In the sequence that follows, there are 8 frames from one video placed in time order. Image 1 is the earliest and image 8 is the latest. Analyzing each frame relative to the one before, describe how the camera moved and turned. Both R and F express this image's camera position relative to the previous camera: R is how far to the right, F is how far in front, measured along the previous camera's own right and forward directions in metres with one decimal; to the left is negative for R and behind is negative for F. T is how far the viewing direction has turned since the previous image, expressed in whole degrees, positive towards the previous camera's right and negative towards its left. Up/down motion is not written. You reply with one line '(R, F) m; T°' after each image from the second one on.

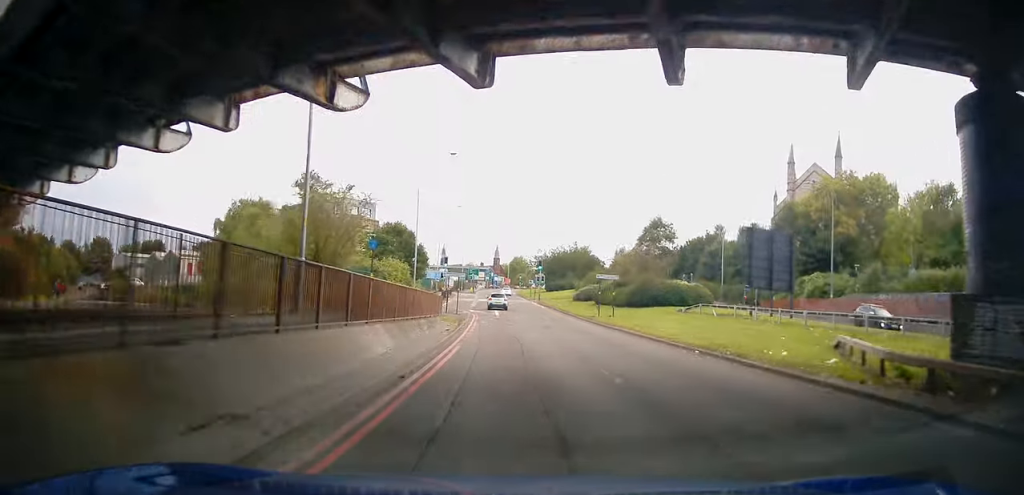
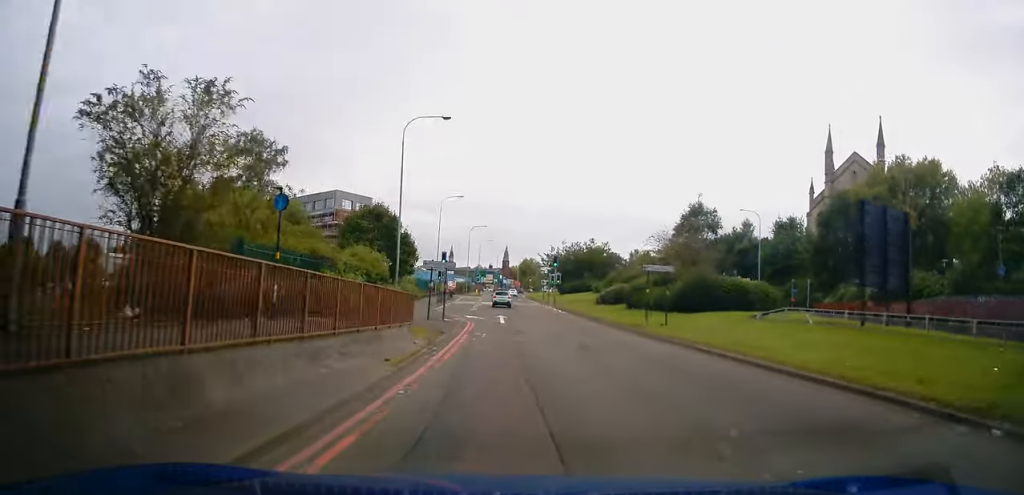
(-0.2, +11.1) m; -2°
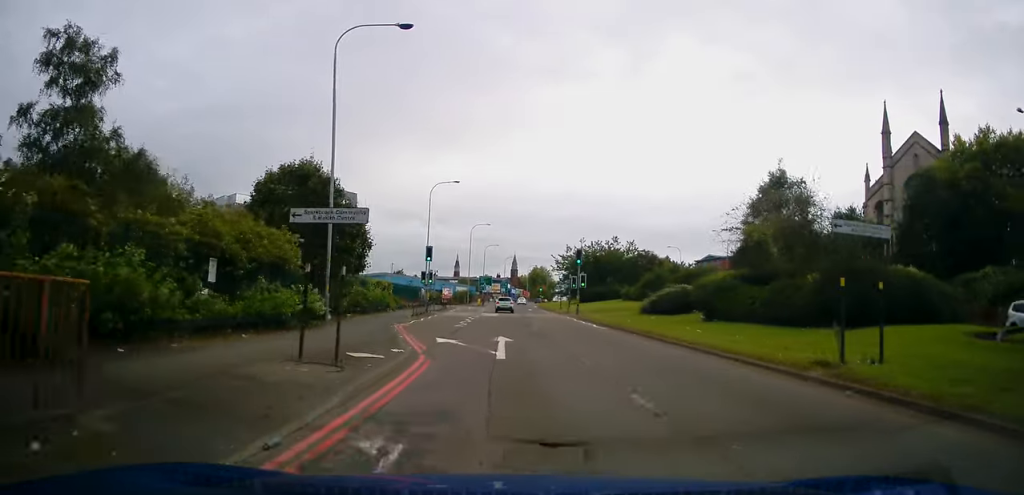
(-0.3, +16.2) m; -1°
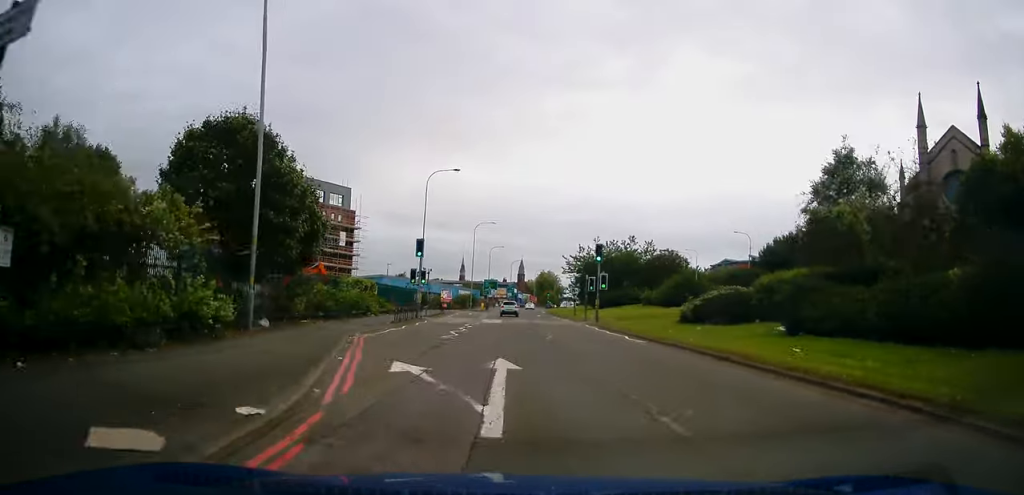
(0.0, +7.9) m; 0°
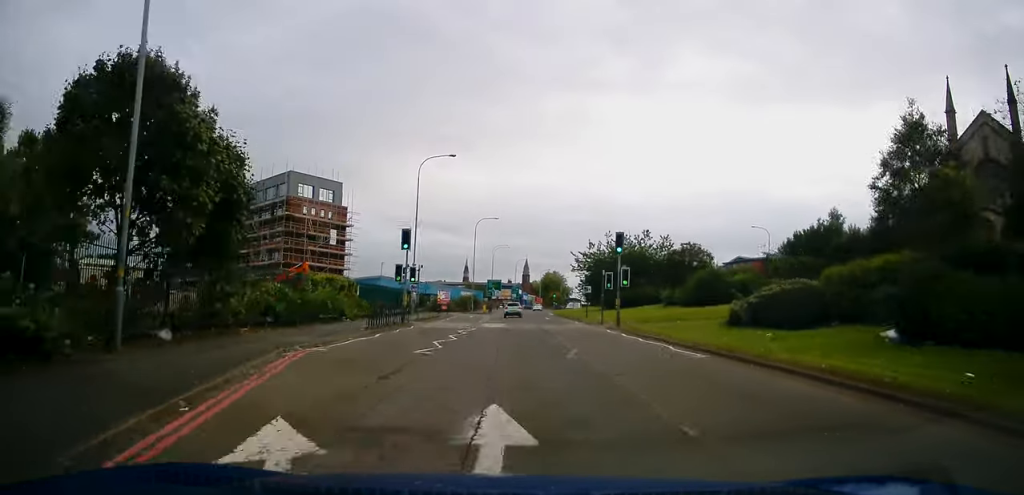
(0.0, +6.4) m; 0°
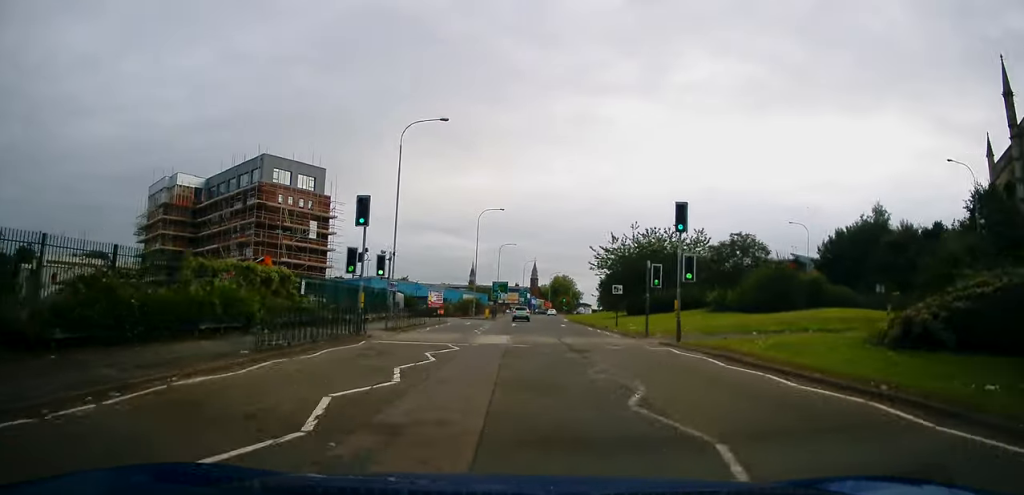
(+0.1, +11.4) m; 0°
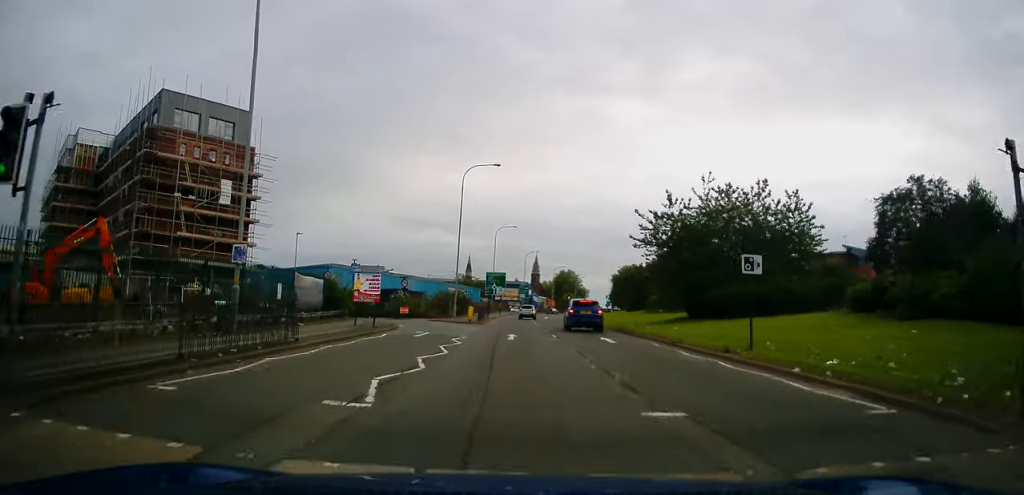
(-0.2, +22.1) m; -1°
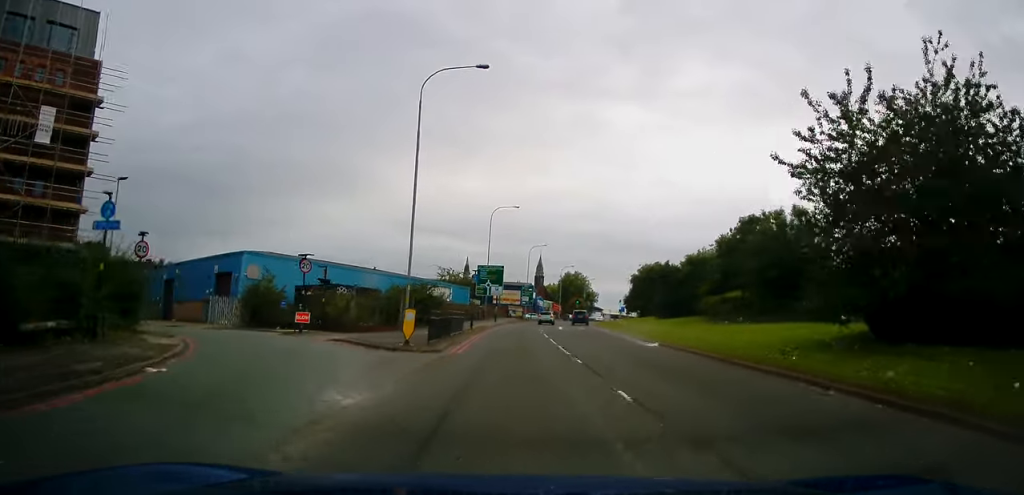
(-0.1, +23.2) m; -1°
